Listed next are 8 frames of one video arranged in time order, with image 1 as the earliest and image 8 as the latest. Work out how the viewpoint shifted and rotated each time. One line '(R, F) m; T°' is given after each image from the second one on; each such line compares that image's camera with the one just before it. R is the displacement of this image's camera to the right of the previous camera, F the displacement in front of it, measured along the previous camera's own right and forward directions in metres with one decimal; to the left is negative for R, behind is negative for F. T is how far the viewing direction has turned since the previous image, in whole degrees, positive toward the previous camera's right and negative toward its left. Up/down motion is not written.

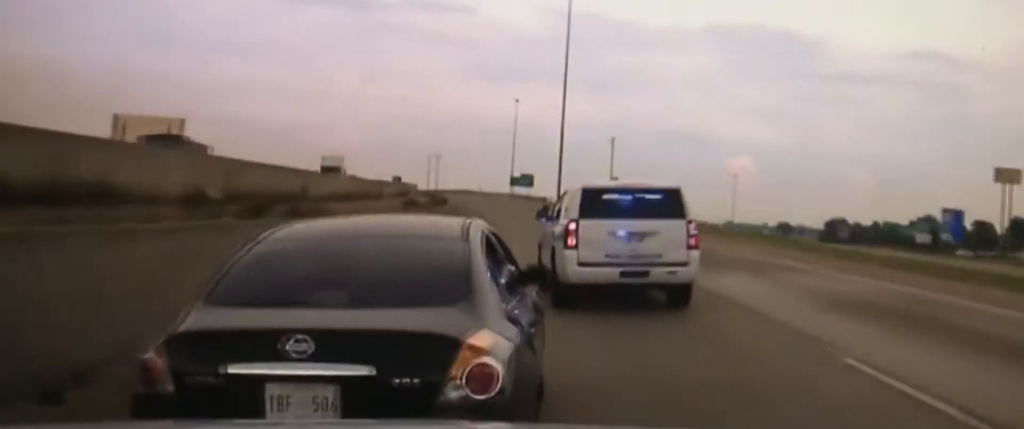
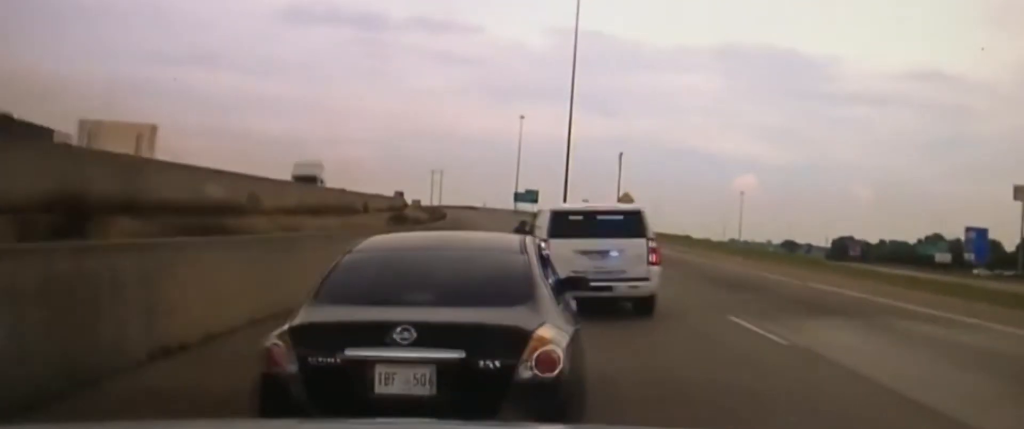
(-0.2, +8.3) m; 0°
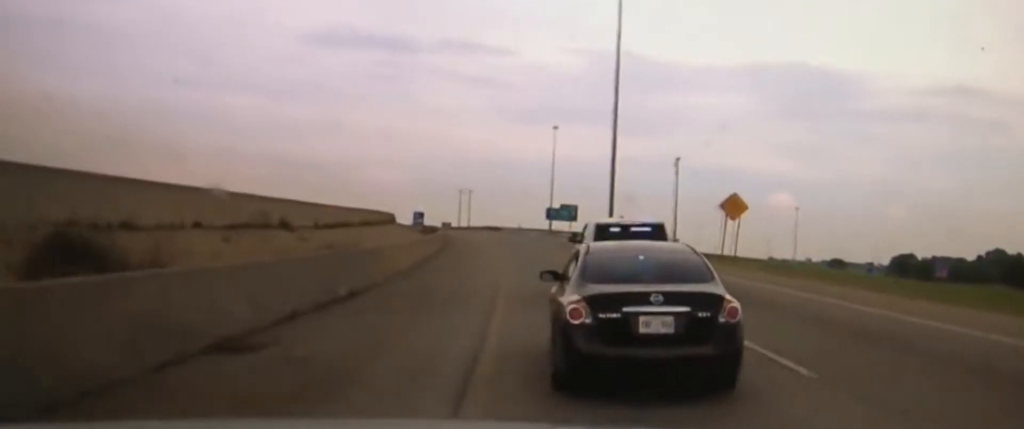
(-1.2, +41.4) m; -4°
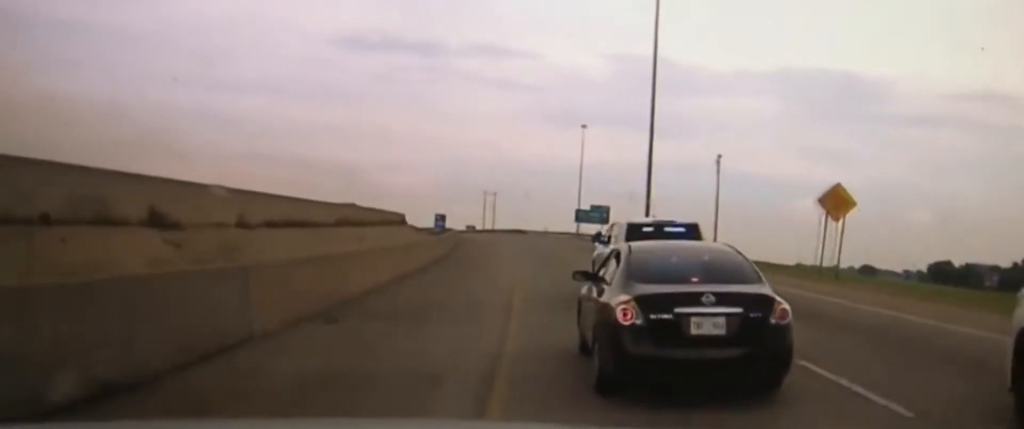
(-0.2, +13.3) m; -1°
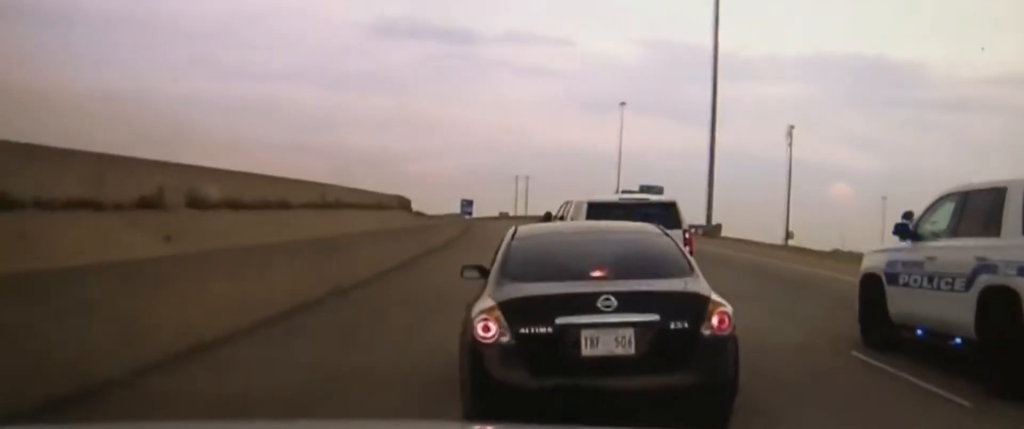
(-0.2, +21.6) m; -2°
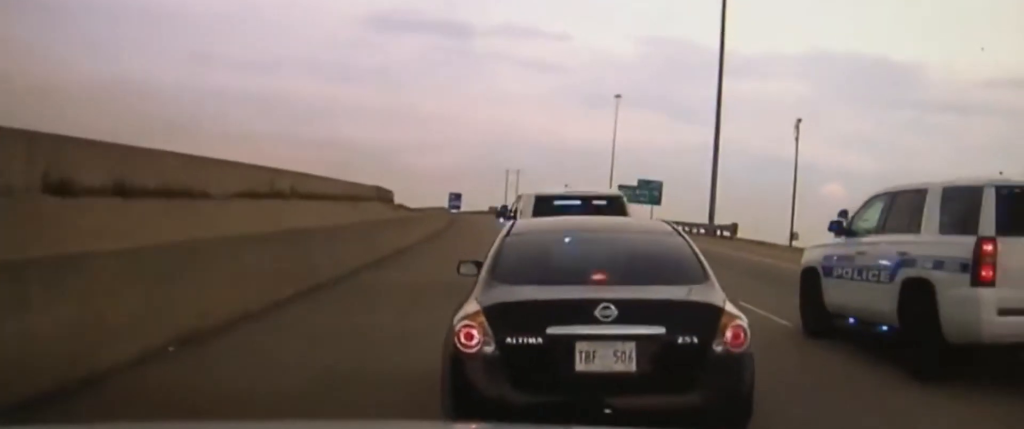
(0.0, +6.9) m; -1°
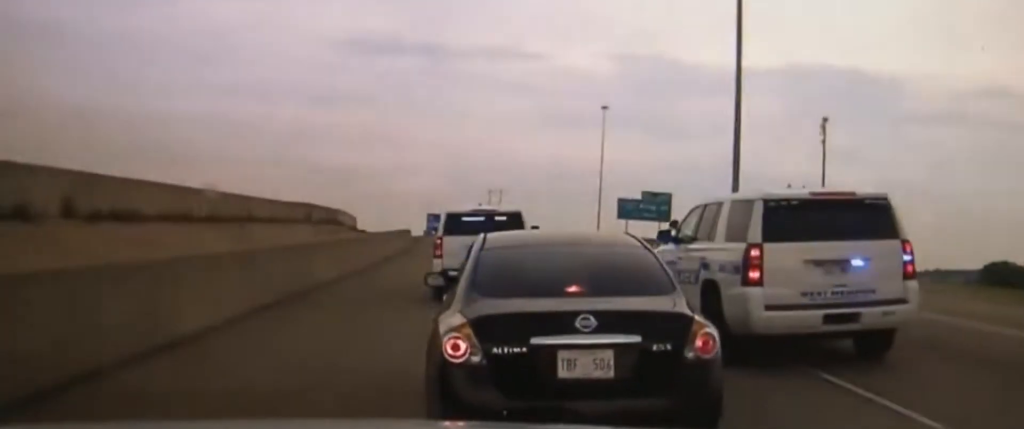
(-0.2, +18.1) m; +1°
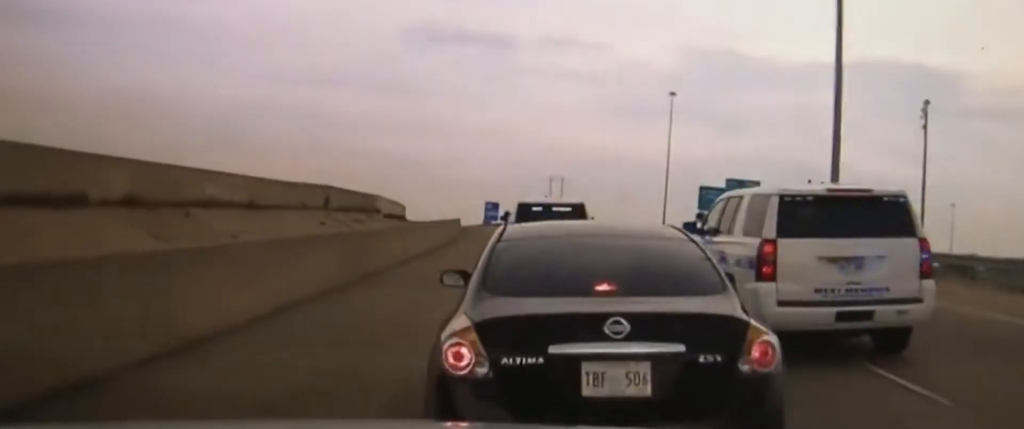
(+0.4, +10.1) m; 0°
